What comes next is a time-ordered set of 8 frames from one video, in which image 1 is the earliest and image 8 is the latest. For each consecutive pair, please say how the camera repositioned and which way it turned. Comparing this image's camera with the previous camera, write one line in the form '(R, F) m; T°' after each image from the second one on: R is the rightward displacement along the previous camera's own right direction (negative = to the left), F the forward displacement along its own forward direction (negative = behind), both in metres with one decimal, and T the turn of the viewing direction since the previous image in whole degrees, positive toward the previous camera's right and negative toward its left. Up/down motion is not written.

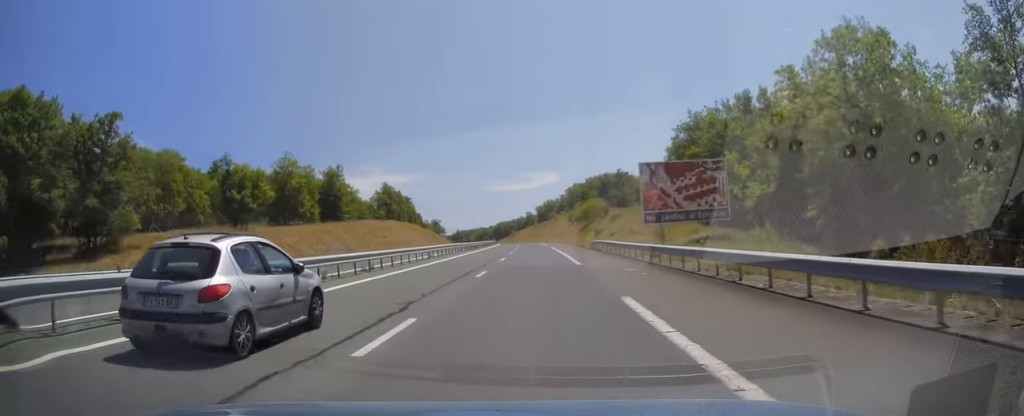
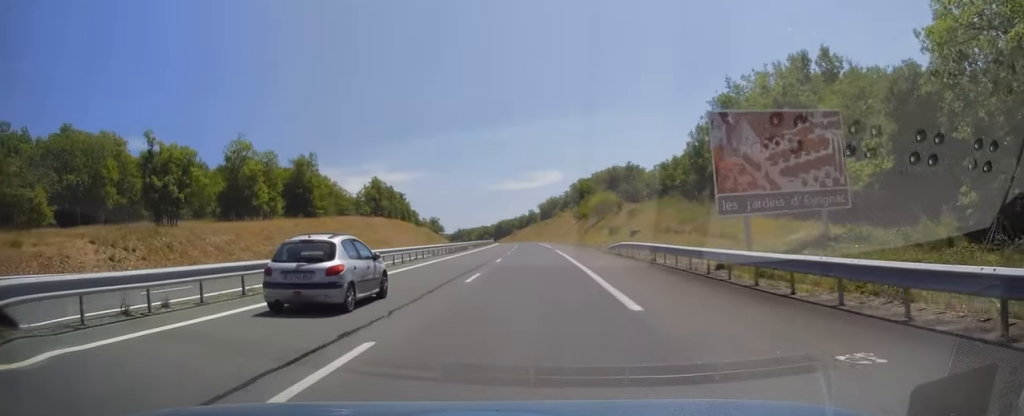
(-0.1, +15.3) m; 0°
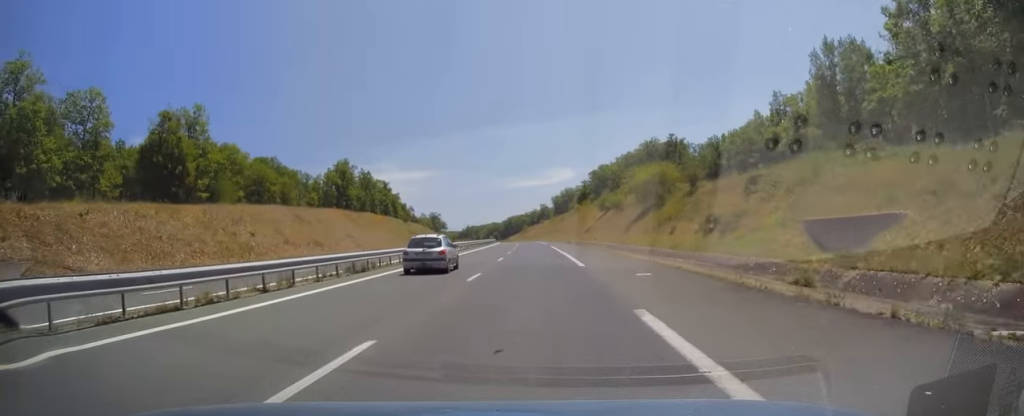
(-0.1, +38.9) m; -1°
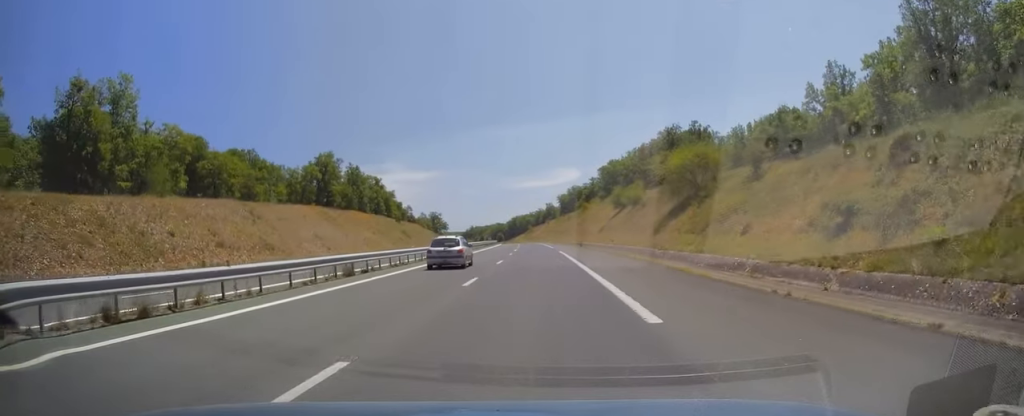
(+0.1, +14.4) m; -1°
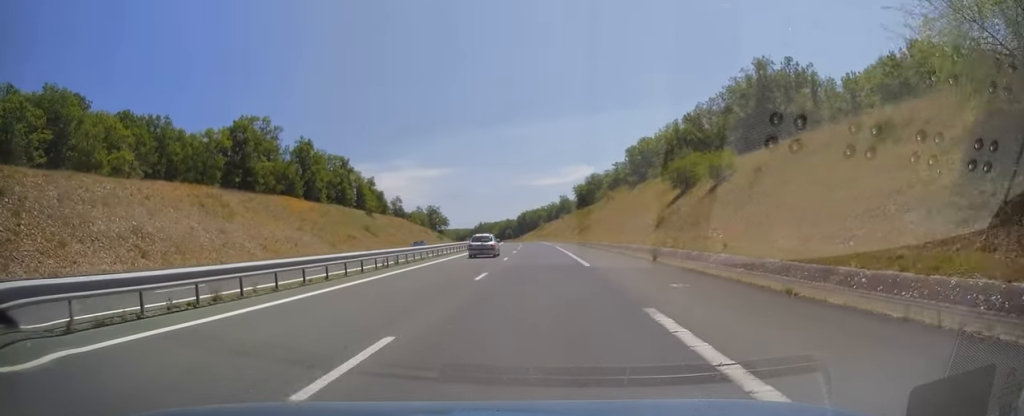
(-0.7, +37.5) m; -1°
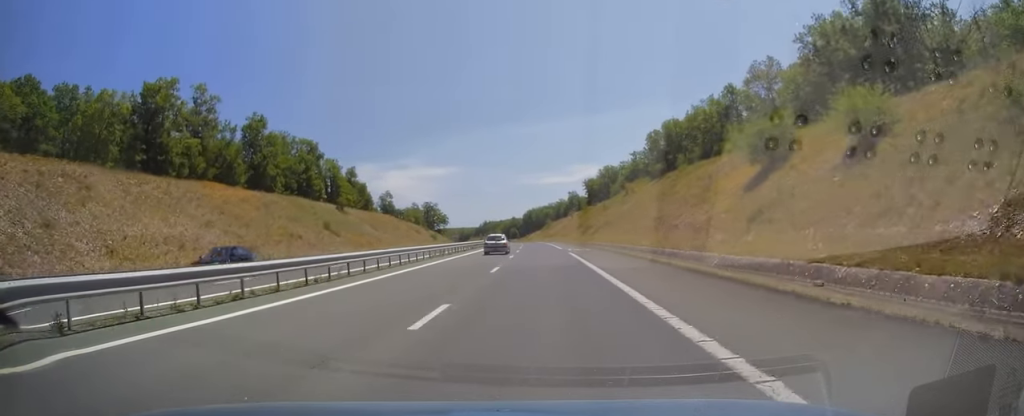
(+0.1, +22.2) m; -1°
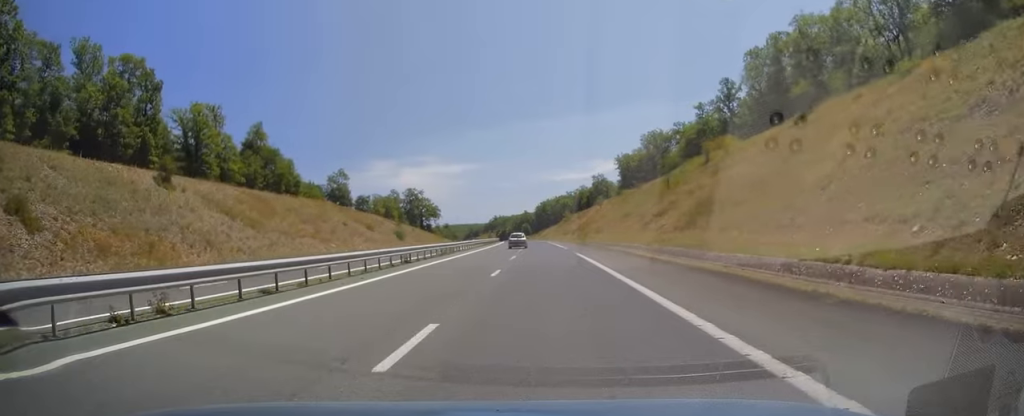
(-1.0, +54.8) m; -2°
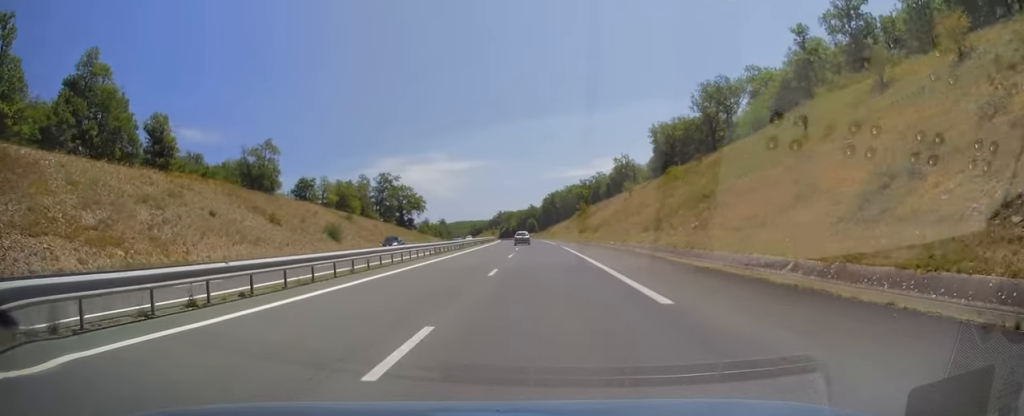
(-0.5, +39.5) m; -1°
